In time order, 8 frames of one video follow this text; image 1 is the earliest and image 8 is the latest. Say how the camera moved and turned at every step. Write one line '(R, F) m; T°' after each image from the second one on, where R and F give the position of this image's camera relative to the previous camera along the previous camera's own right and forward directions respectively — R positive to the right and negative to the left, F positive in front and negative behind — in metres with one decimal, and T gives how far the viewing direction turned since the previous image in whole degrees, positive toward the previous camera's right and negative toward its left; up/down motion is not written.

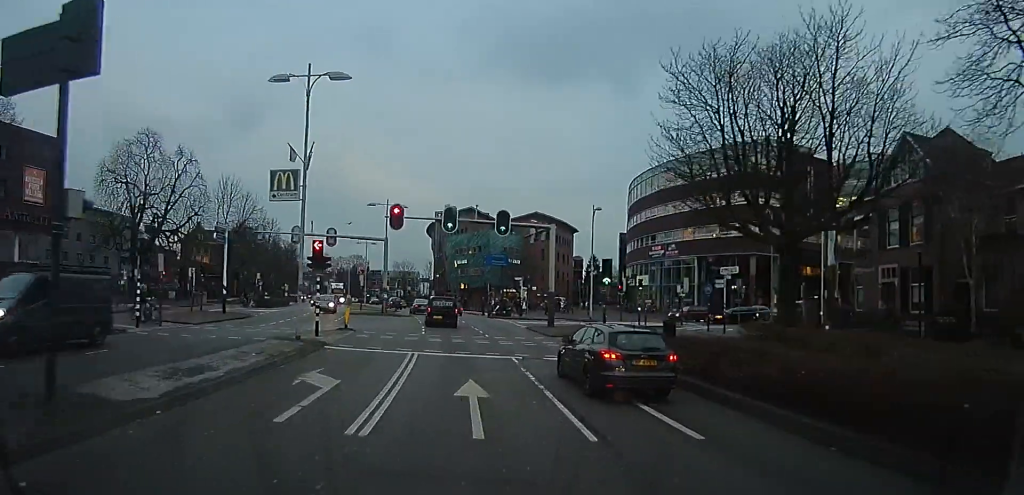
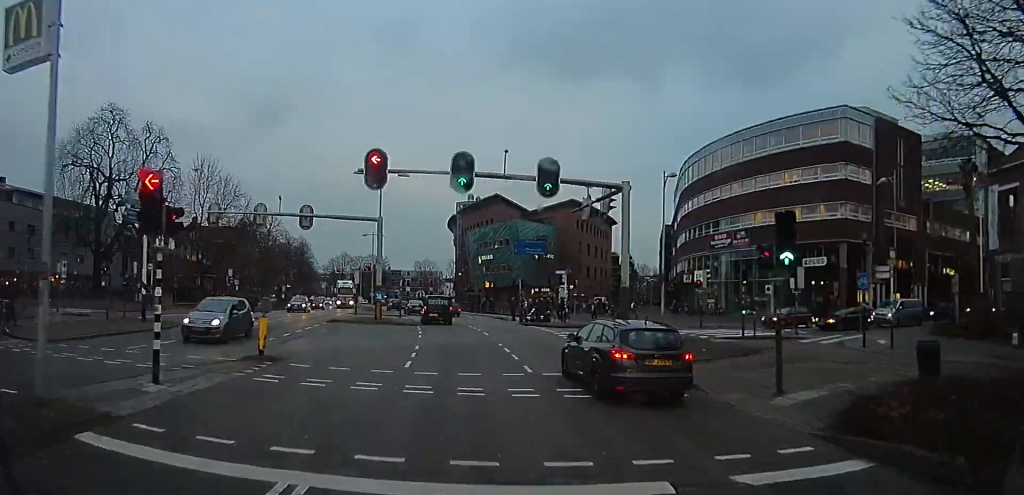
(+0.5, +11.6) m; -3°
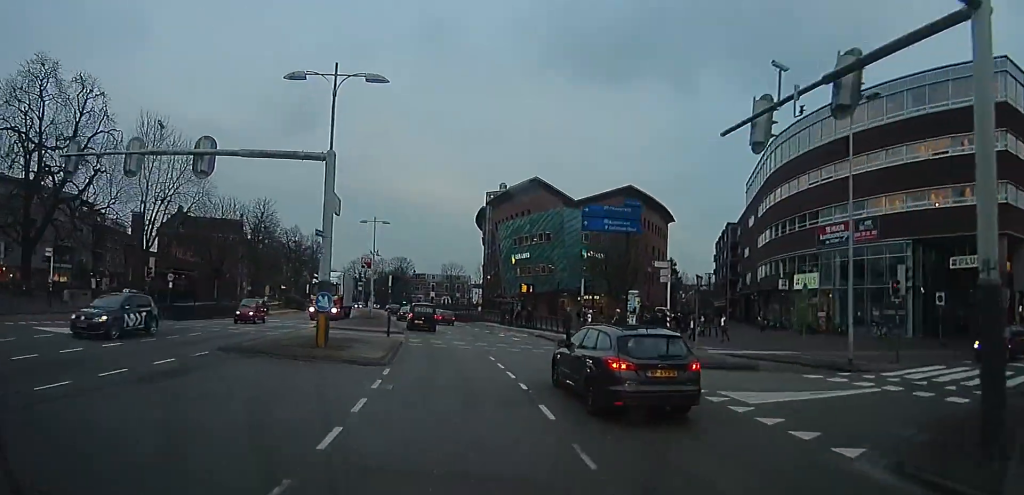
(-1.6, +14.7) m; -10°
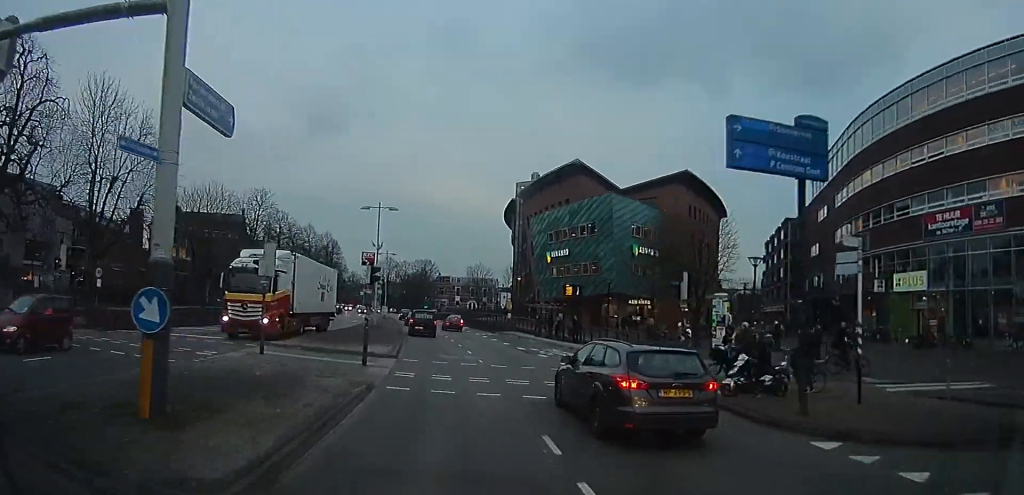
(-0.3, +9.6) m; -5°
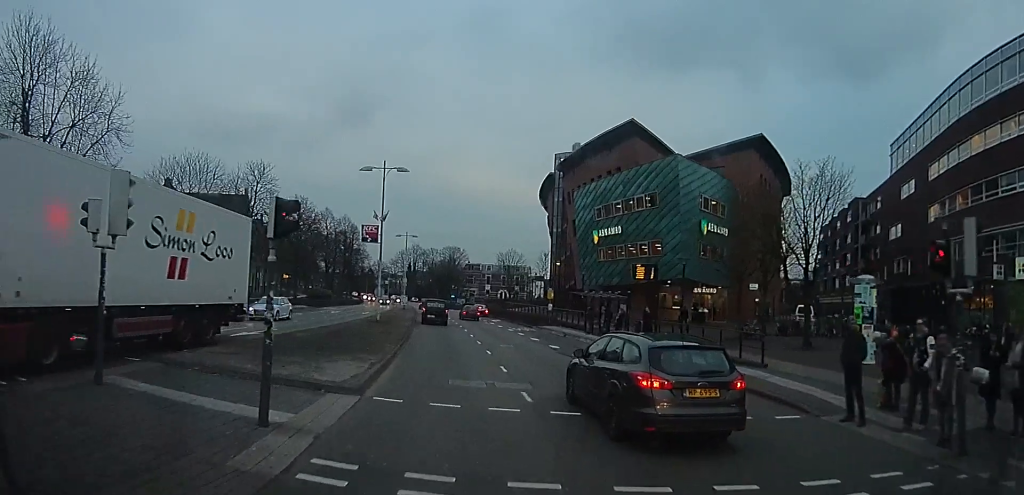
(-0.7, +8.7) m; 0°
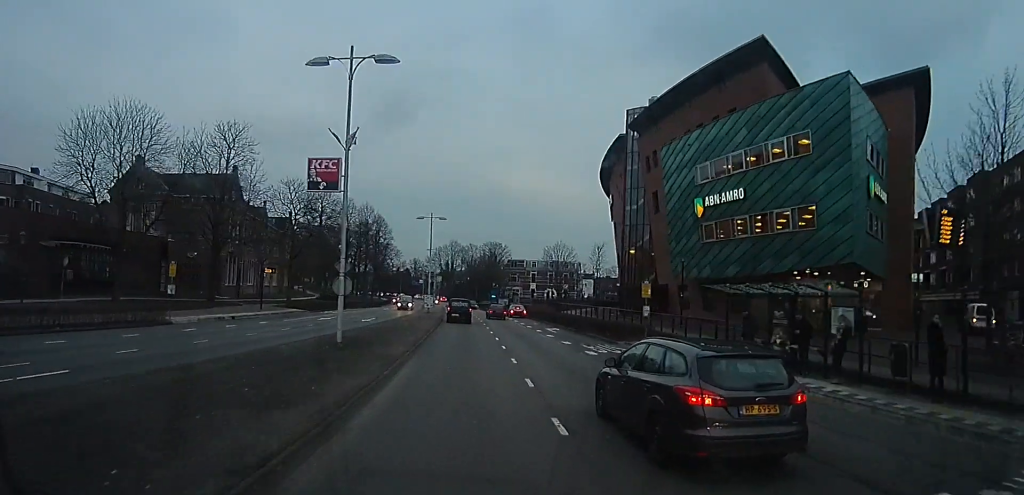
(+0.6, +14.7) m; -3°
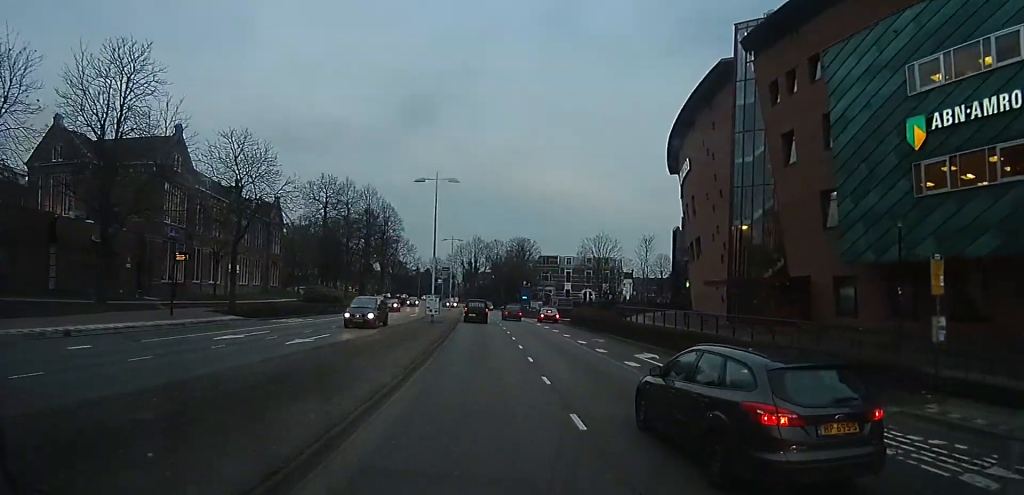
(-1.9, +16.4) m; -7°
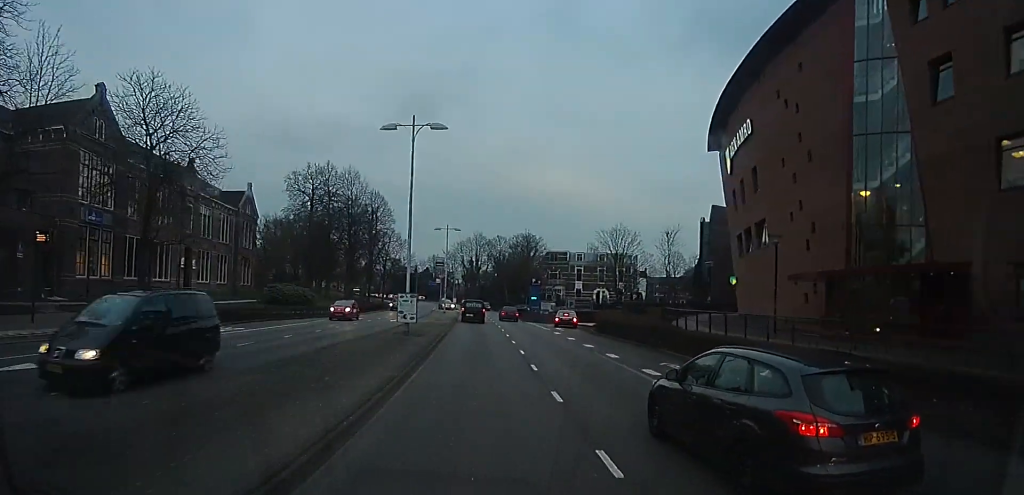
(-0.1, +10.6) m; 0°
